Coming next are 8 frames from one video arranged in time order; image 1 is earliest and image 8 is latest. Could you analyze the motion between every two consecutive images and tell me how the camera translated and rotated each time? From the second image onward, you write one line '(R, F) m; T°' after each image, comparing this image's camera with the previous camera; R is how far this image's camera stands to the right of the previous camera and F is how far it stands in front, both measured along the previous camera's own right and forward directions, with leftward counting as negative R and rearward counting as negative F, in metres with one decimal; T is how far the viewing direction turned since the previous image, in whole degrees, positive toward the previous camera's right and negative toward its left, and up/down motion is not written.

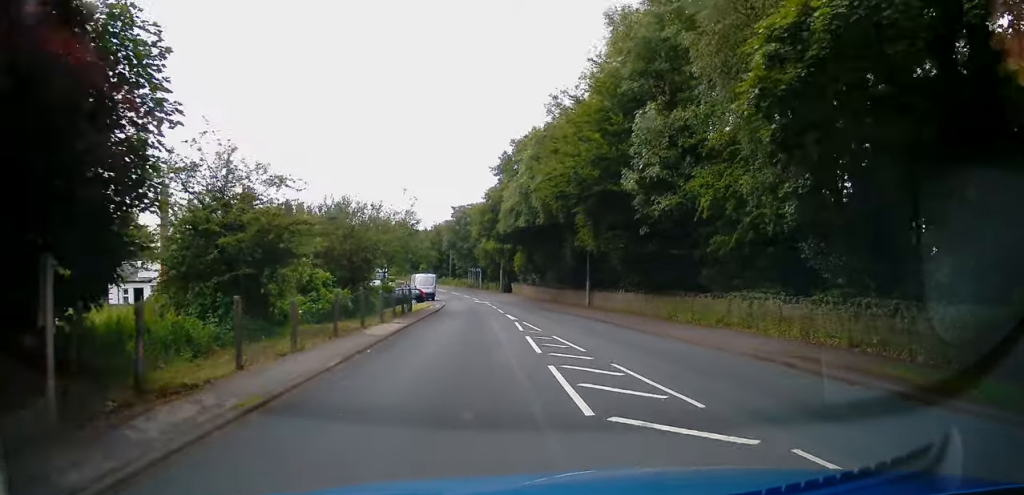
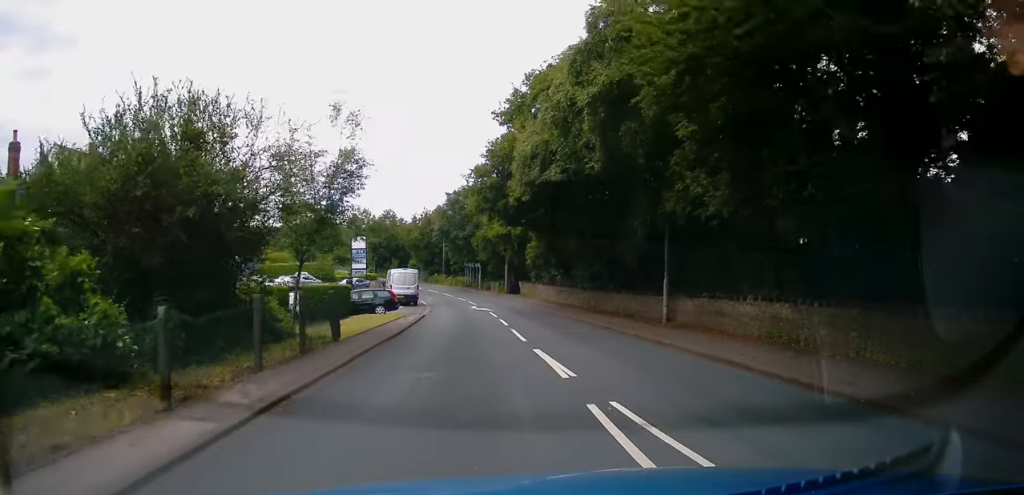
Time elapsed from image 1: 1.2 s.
(-0.4, +14.9) m; -2°
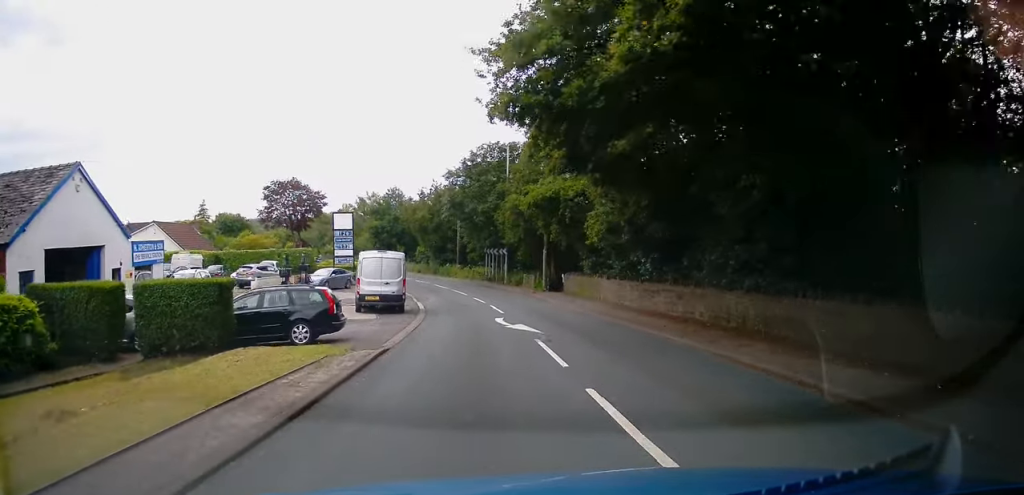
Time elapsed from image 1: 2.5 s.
(0.0, +16.5) m; -1°
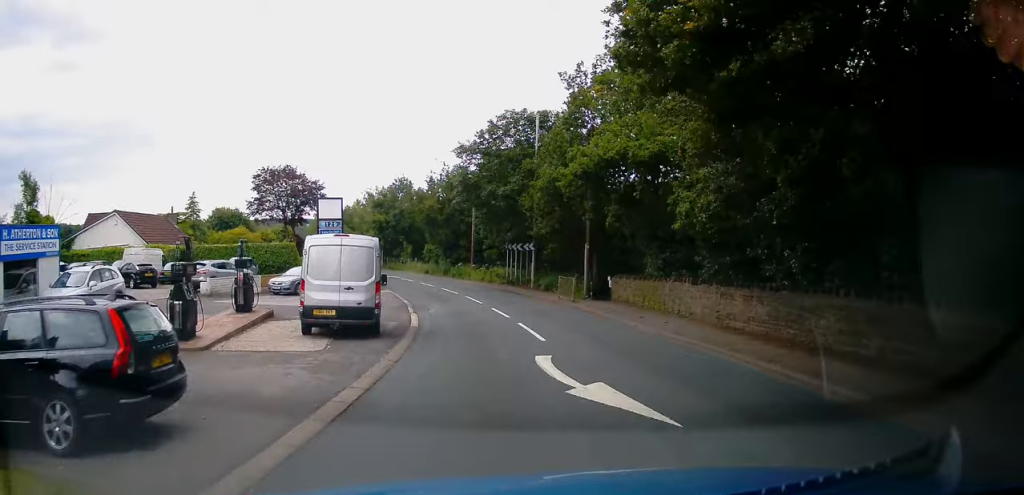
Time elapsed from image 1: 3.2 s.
(-0.2, +9.3) m; -2°
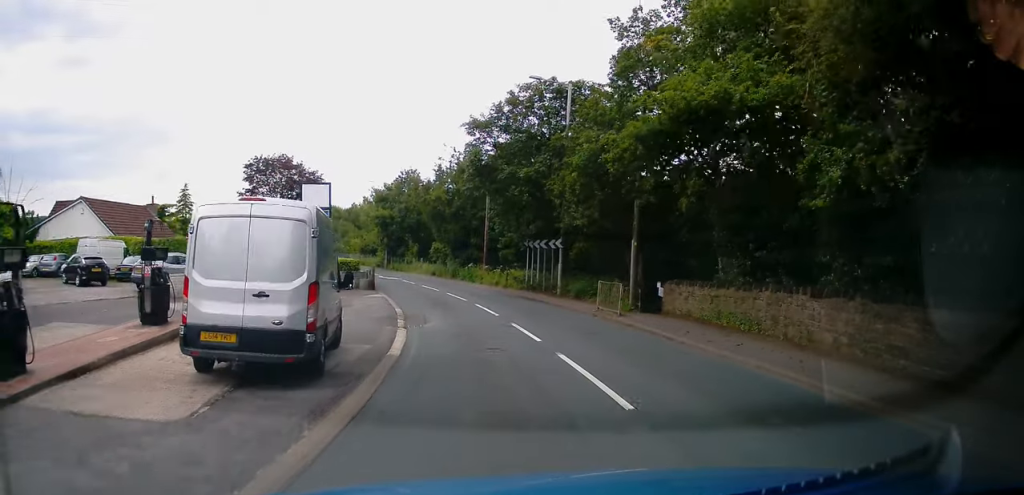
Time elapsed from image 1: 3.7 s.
(-0.1, +6.7) m; -1°
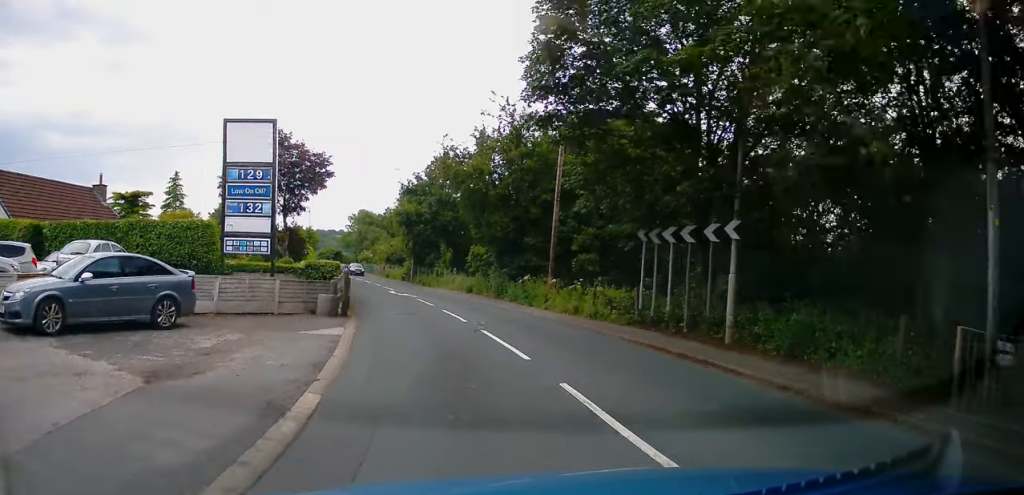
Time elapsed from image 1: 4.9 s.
(-0.4, +15.1) m; -5°
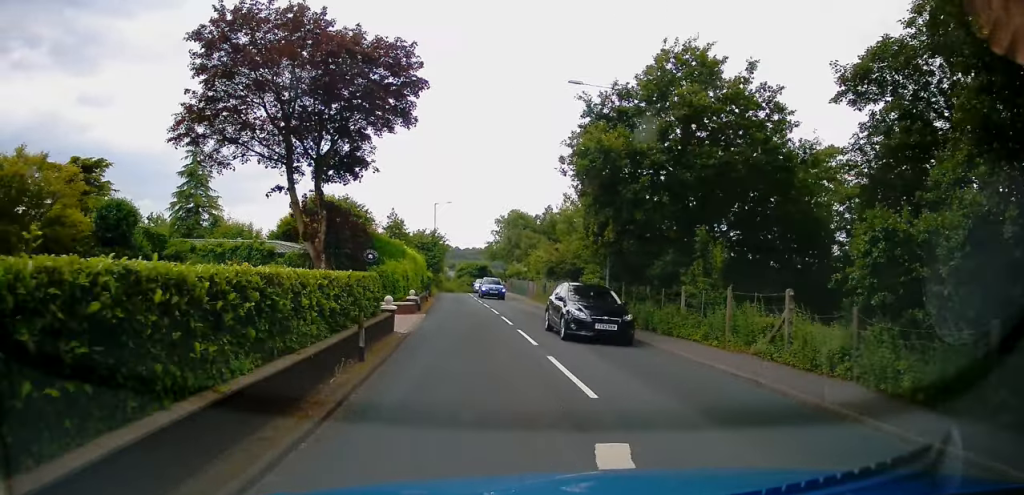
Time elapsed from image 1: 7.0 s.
(-3.4, +28.0) m; -13°
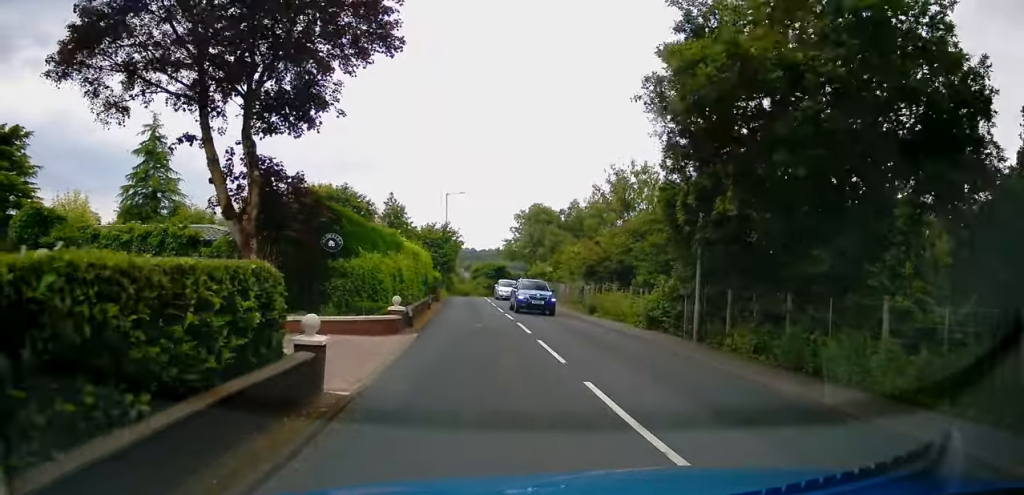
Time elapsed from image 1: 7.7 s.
(-0.2, +8.7) m; -2°
